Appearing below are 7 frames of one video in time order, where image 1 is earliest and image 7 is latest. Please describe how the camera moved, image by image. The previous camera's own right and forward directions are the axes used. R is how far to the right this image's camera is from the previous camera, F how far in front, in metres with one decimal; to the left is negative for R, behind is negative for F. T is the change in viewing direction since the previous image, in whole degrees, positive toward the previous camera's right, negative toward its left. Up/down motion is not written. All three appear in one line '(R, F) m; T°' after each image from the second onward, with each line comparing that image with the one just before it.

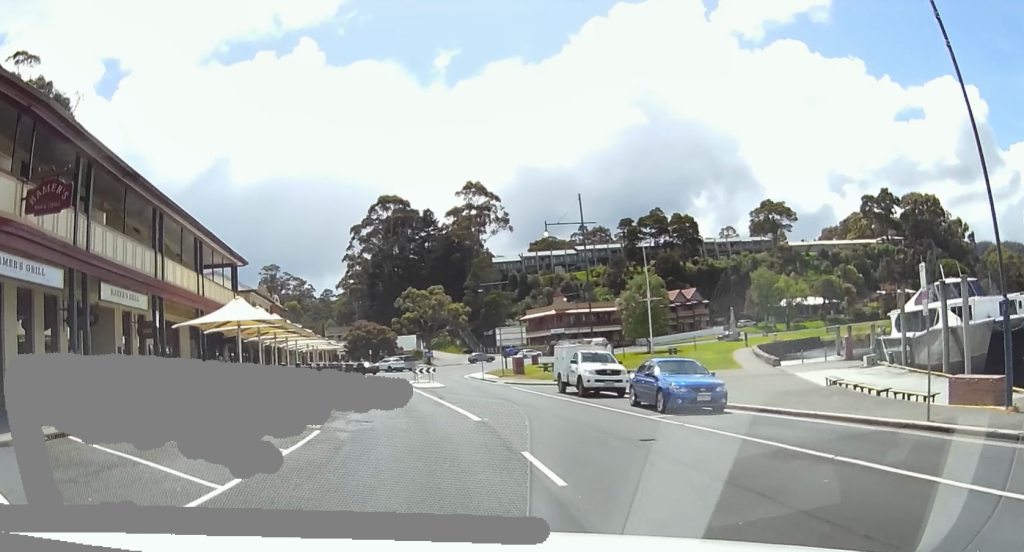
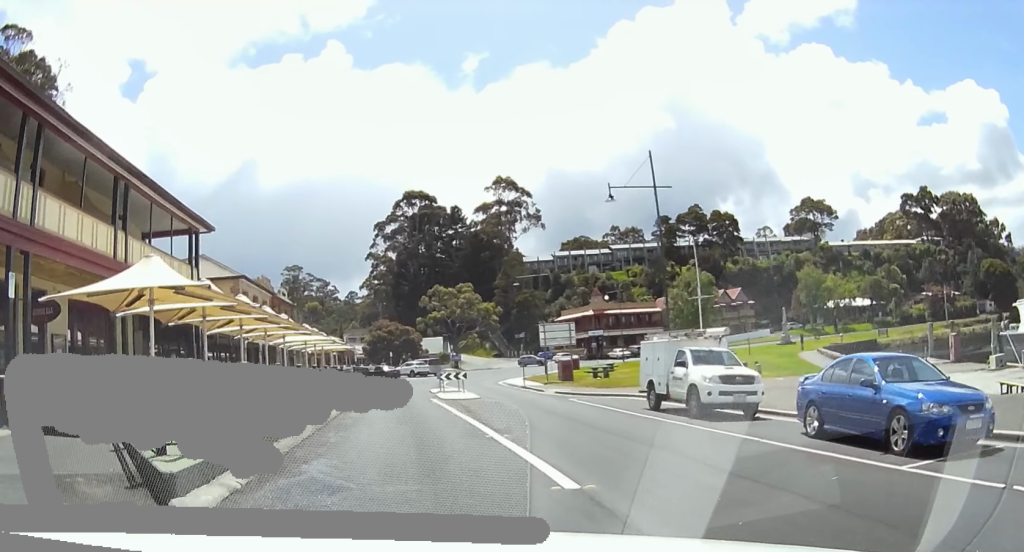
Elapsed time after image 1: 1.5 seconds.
(-0.4, +8.7) m; -5°
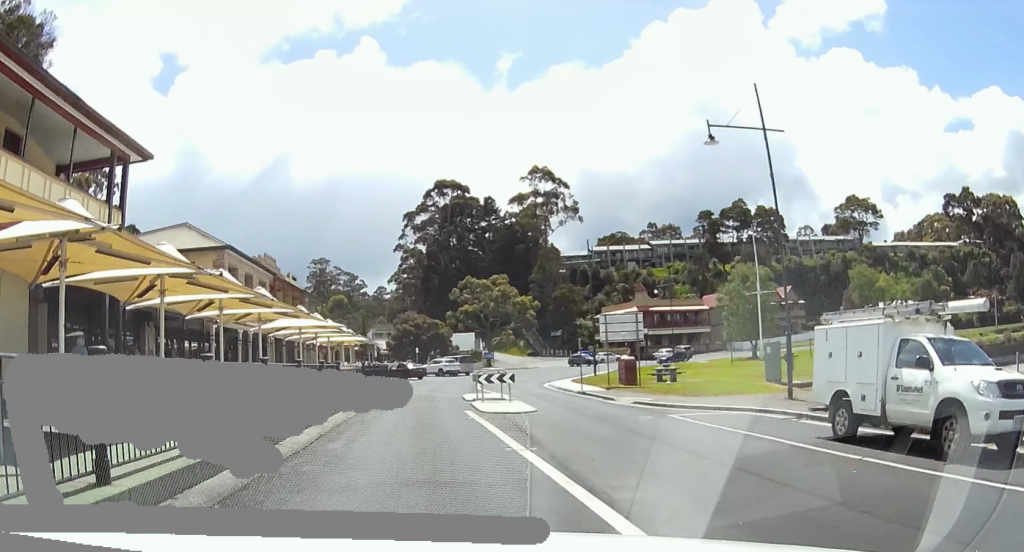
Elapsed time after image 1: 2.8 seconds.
(-0.3, +8.5) m; -1°
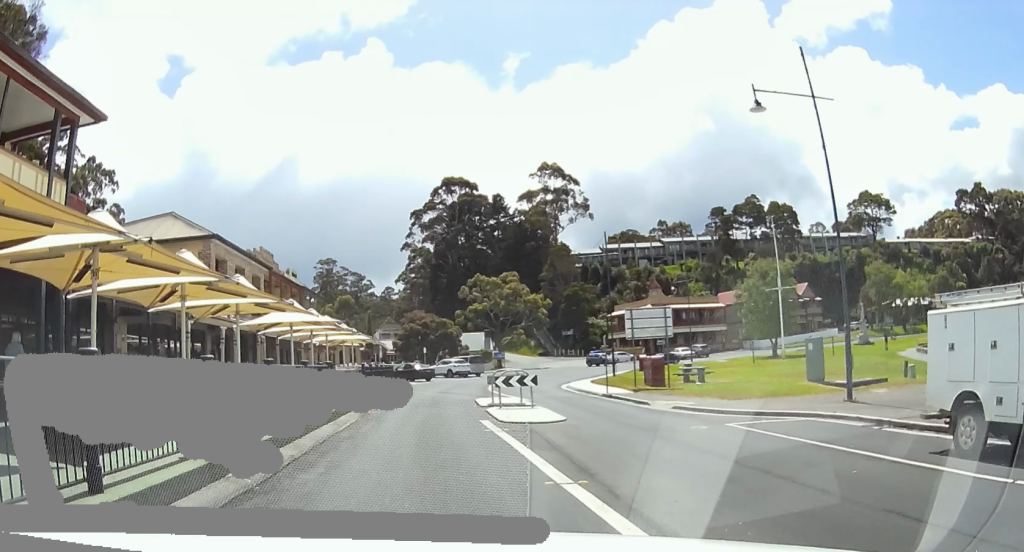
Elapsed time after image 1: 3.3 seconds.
(0.0, +3.2) m; +1°
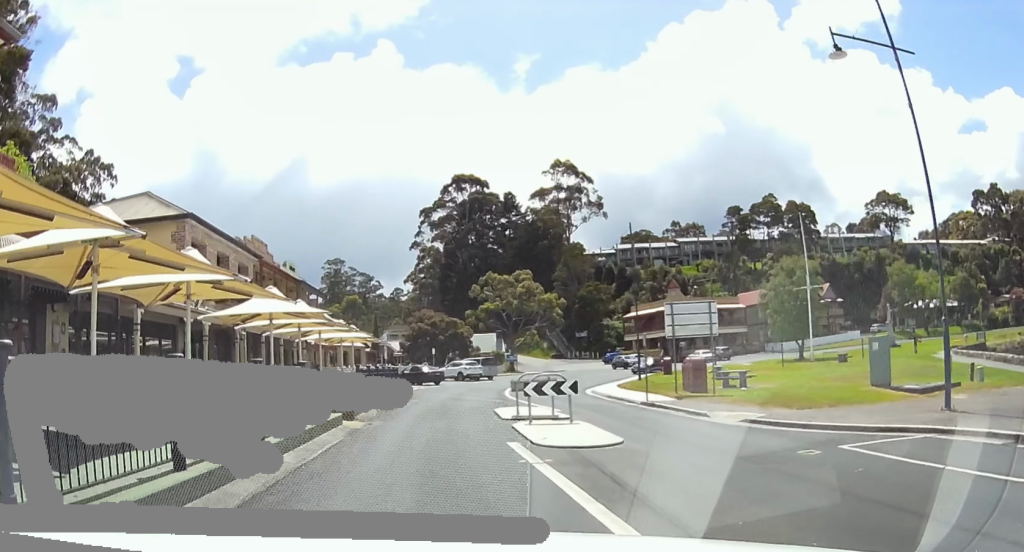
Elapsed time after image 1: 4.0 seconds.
(+0.1, +4.4) m; +1°
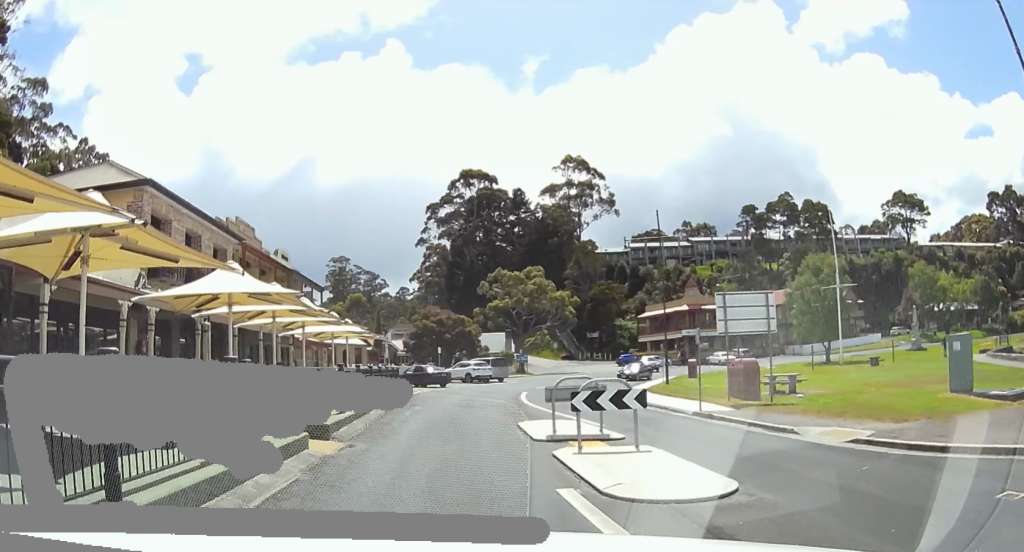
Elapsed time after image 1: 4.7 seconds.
(0.0, +4.6) m; 0°
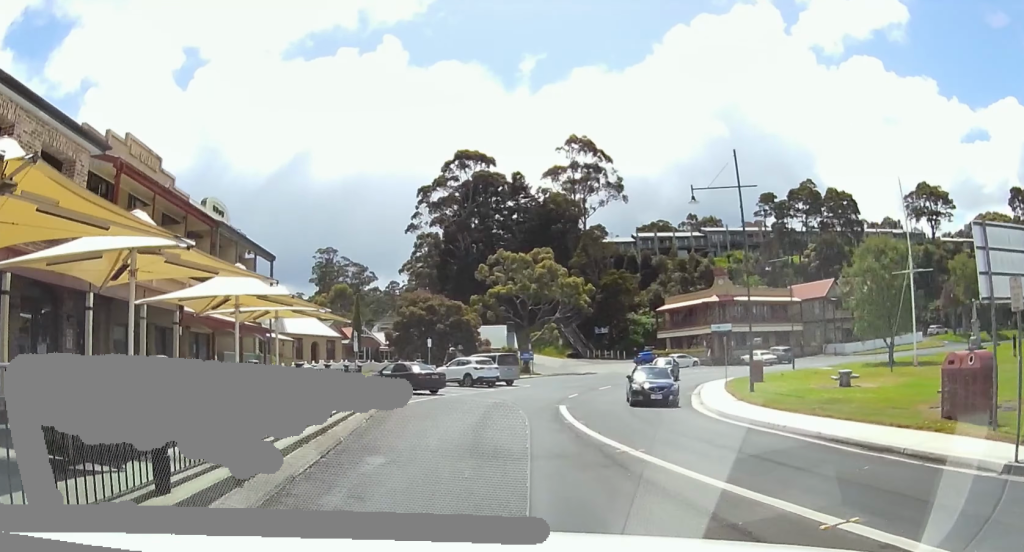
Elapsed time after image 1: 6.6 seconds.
(0.0, +12.9) m; 0°
